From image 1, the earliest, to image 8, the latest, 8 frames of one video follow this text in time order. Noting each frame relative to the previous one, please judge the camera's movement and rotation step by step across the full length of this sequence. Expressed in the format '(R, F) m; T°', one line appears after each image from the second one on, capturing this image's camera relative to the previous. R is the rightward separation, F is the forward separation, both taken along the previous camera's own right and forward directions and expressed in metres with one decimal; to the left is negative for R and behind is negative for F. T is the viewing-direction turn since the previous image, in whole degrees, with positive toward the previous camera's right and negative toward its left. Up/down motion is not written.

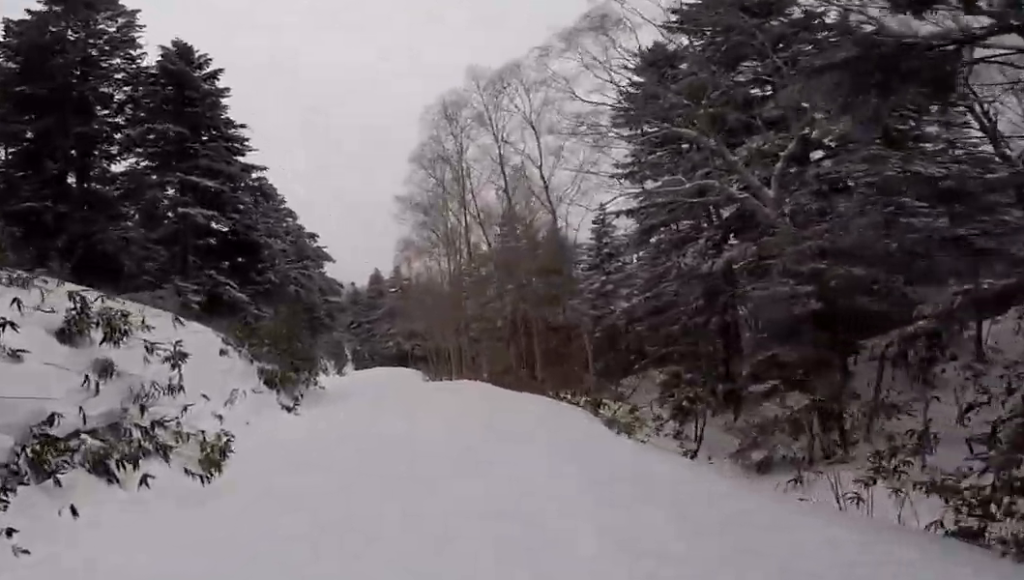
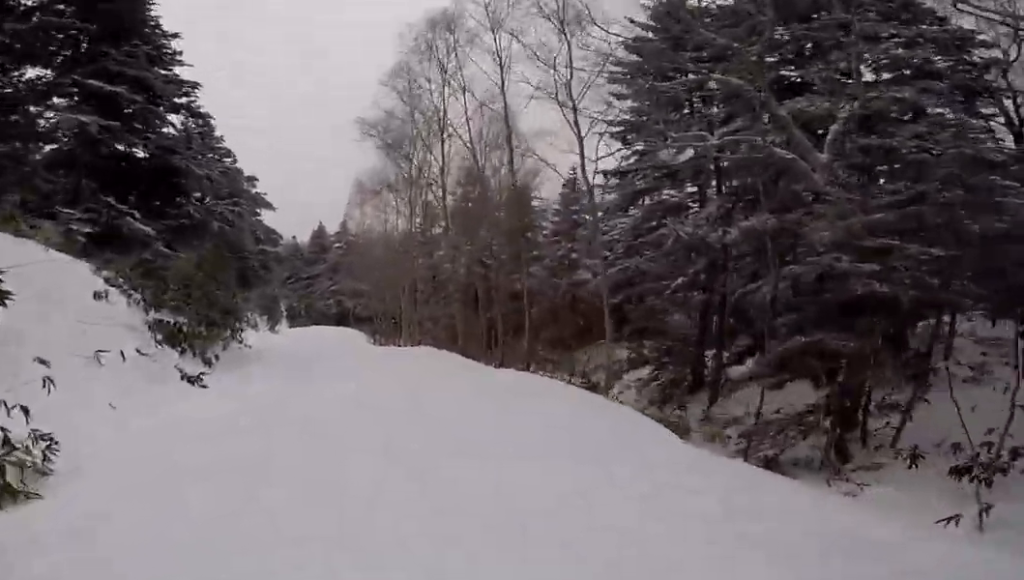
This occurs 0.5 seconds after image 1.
(-0.2, +3.4) m; -3°
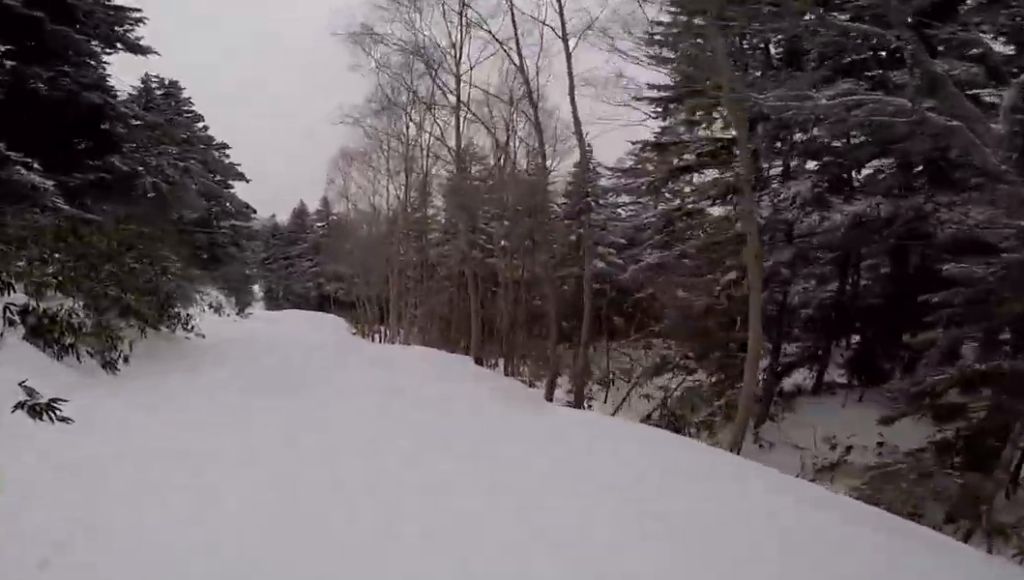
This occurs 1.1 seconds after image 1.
(-0.3, +4.0) m; -5°
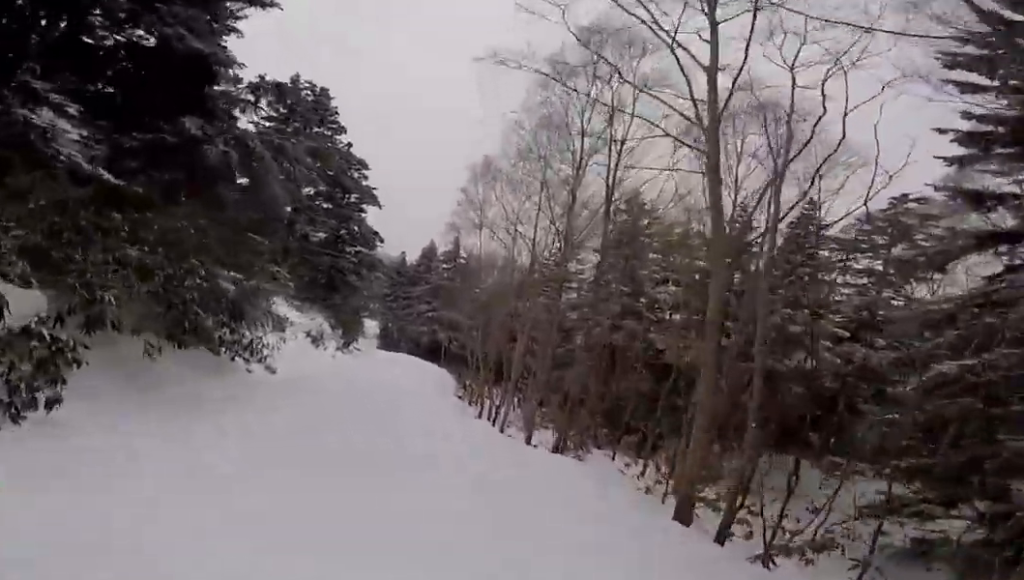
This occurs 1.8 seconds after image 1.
(-0.1, +5.1) m; 0°
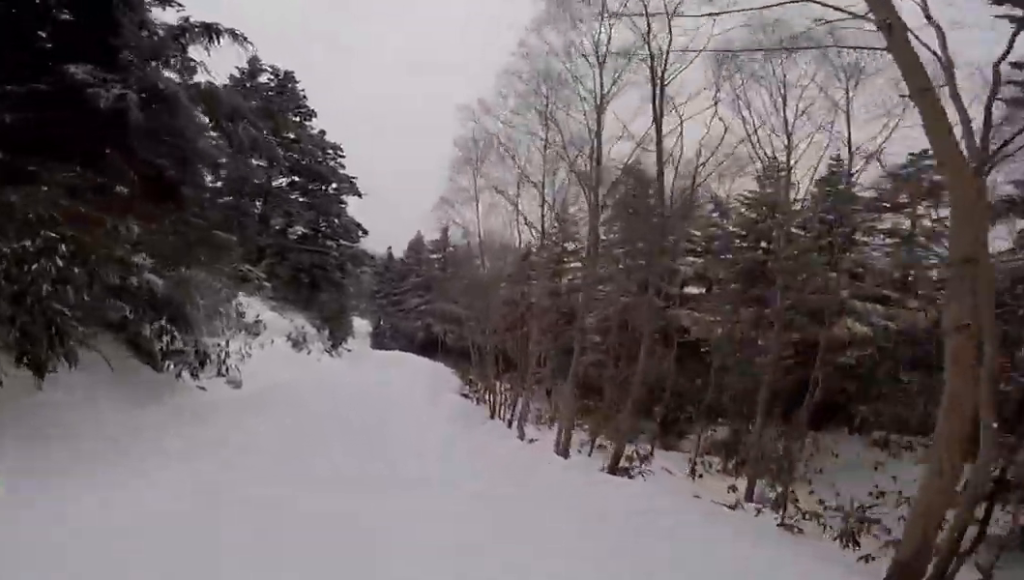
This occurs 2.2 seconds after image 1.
(0.0, +2.9) m; 0°
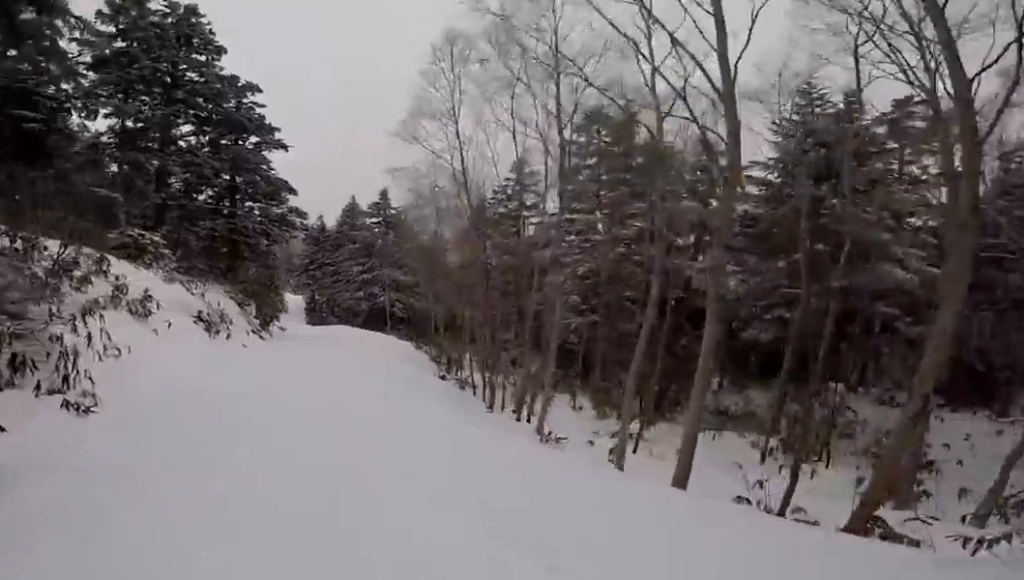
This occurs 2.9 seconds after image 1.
(0.0, +5.0) m; +2°
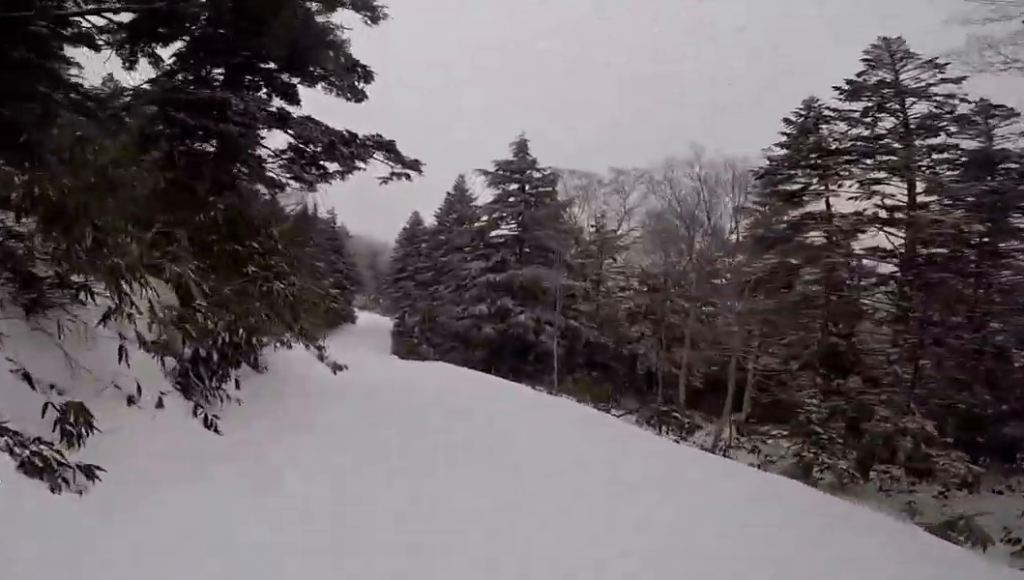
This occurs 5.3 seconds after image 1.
(-0.3, +20.3) m; -7°
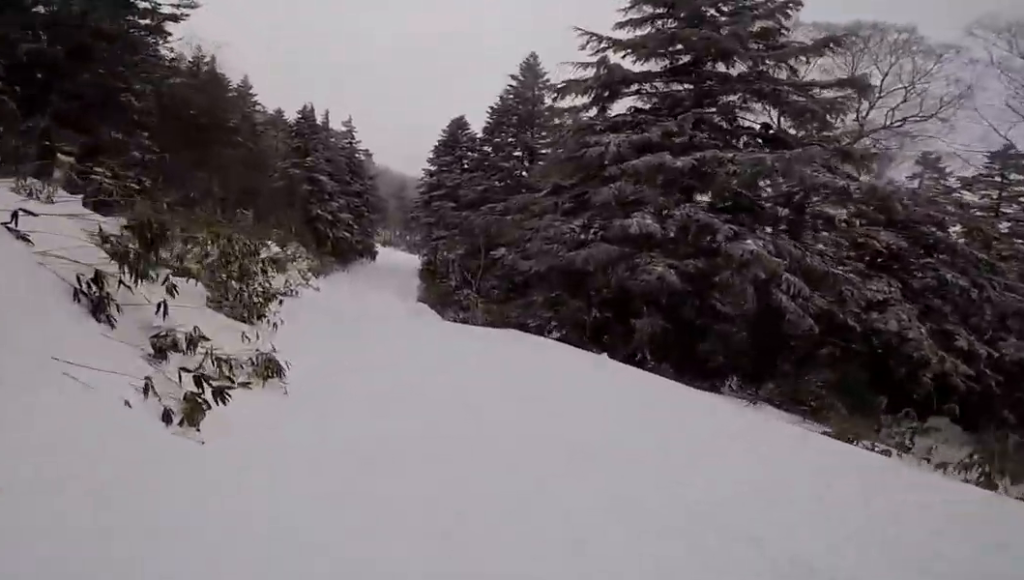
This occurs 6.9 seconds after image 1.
(-0.7, +14.5) m; -3°
